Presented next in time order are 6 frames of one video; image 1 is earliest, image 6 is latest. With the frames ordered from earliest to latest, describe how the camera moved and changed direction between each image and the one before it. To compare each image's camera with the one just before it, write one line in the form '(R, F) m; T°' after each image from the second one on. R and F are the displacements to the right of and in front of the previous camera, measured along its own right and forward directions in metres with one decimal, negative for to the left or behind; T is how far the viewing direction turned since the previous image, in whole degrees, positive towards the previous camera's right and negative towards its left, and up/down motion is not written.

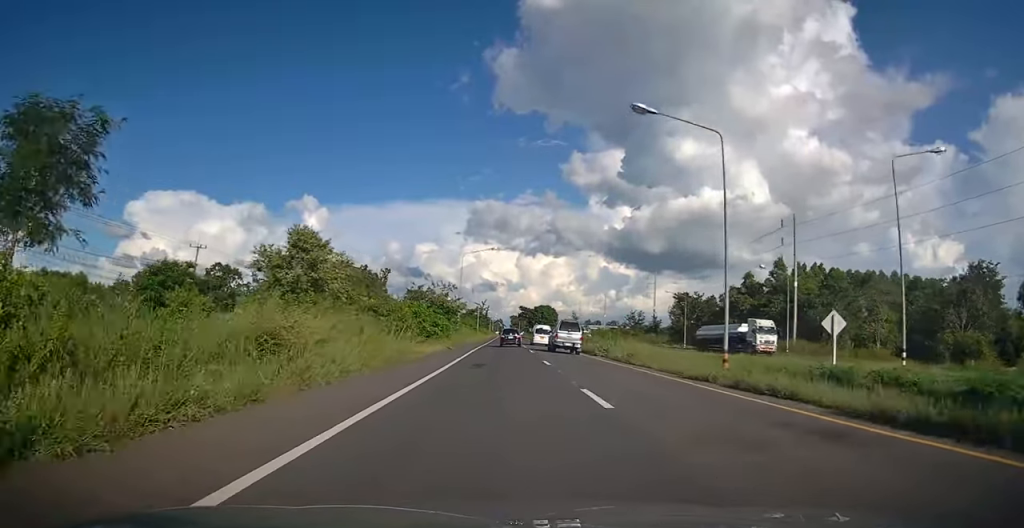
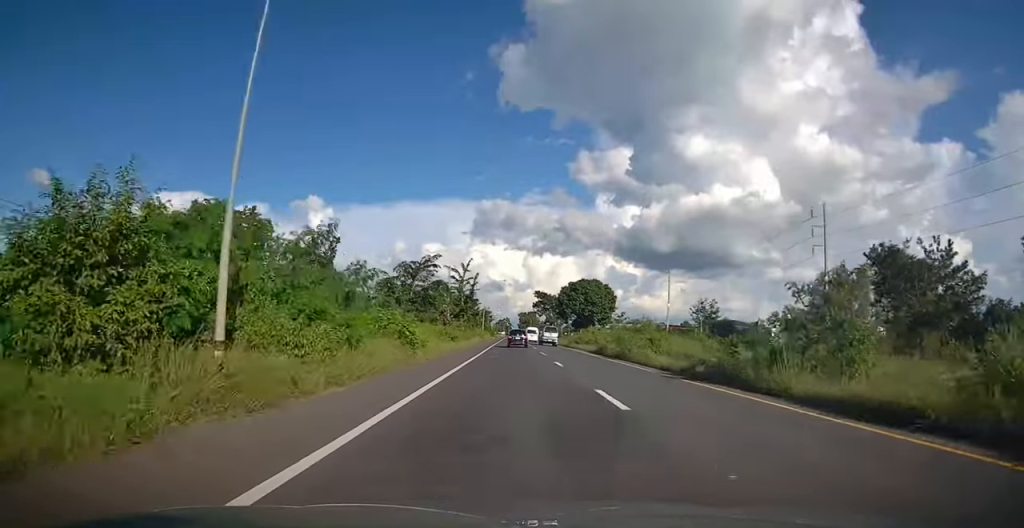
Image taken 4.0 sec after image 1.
(-0.2, +84.2) m; 0°
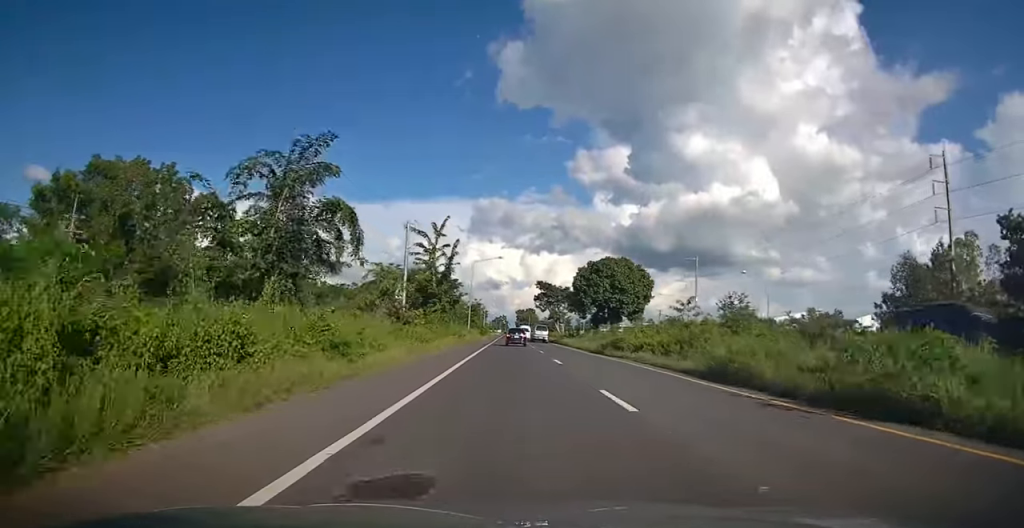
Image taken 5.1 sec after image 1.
(0.0, +24.5) m; 0°
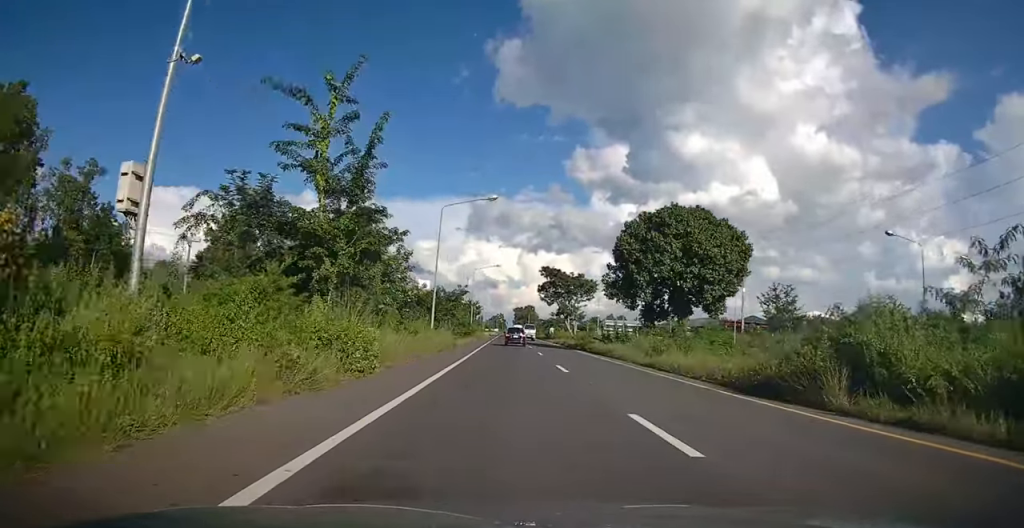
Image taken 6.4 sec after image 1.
(0.0, +27.2) m; 0°
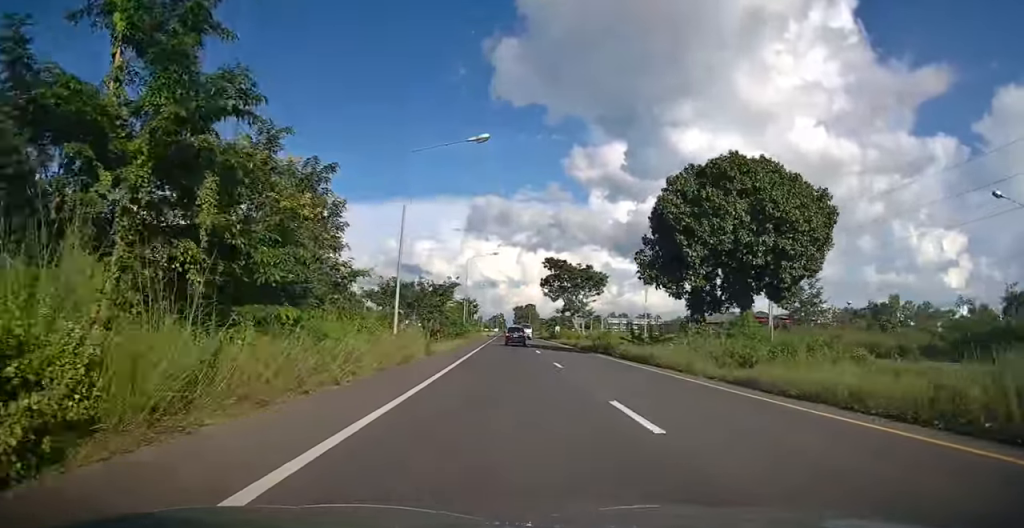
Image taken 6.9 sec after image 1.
(0.0, +10.9) m; 0°
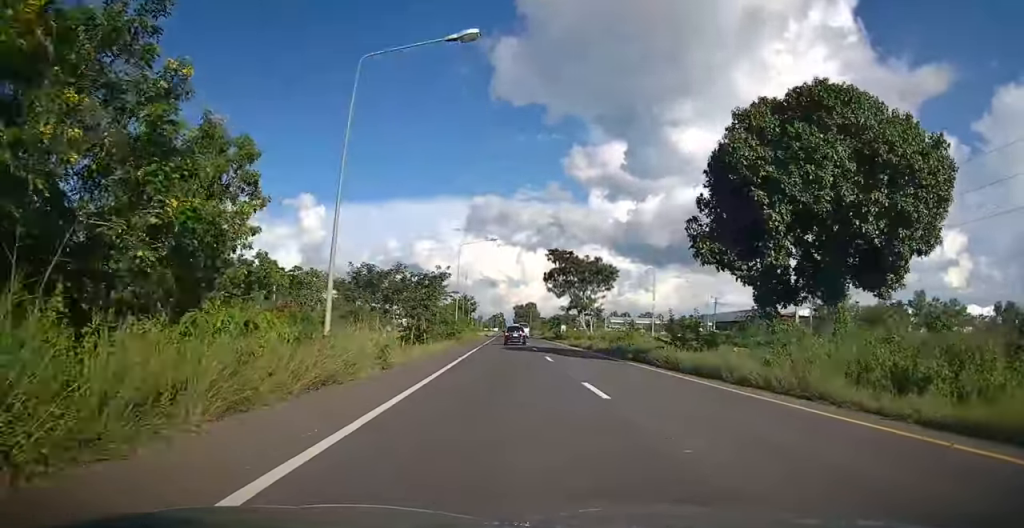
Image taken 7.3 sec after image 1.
(0.0, +8.8) m; 0°
